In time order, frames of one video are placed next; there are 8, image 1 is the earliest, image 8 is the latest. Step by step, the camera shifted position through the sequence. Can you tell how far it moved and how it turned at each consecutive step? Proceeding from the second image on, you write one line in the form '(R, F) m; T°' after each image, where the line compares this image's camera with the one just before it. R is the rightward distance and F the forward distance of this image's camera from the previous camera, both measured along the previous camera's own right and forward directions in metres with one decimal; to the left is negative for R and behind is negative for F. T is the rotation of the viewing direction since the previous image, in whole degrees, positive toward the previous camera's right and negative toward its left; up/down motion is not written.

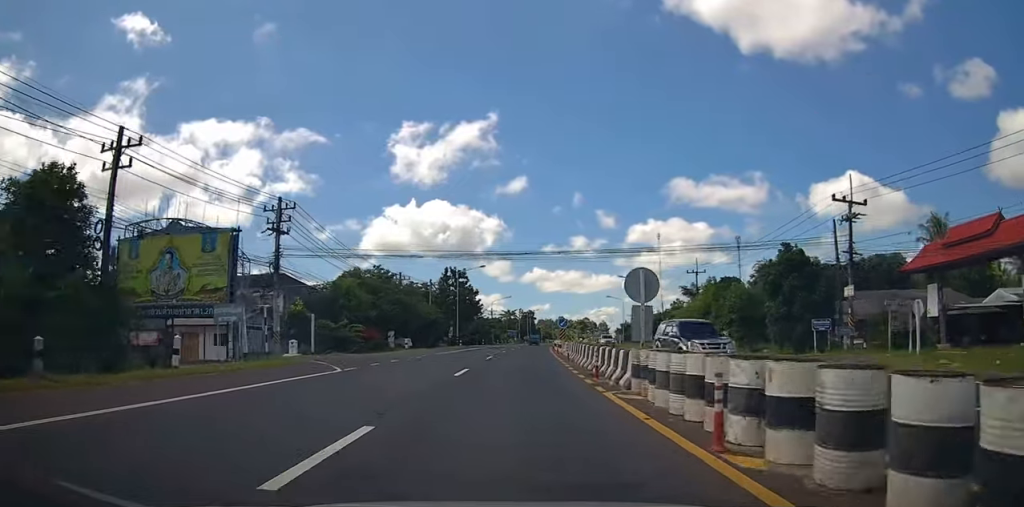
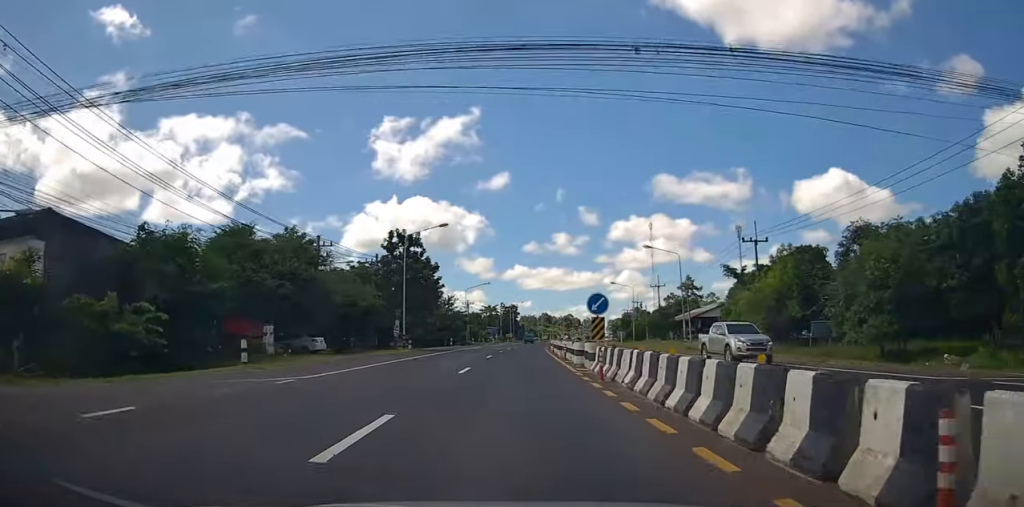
(+0.9, +23.5) m; +3°
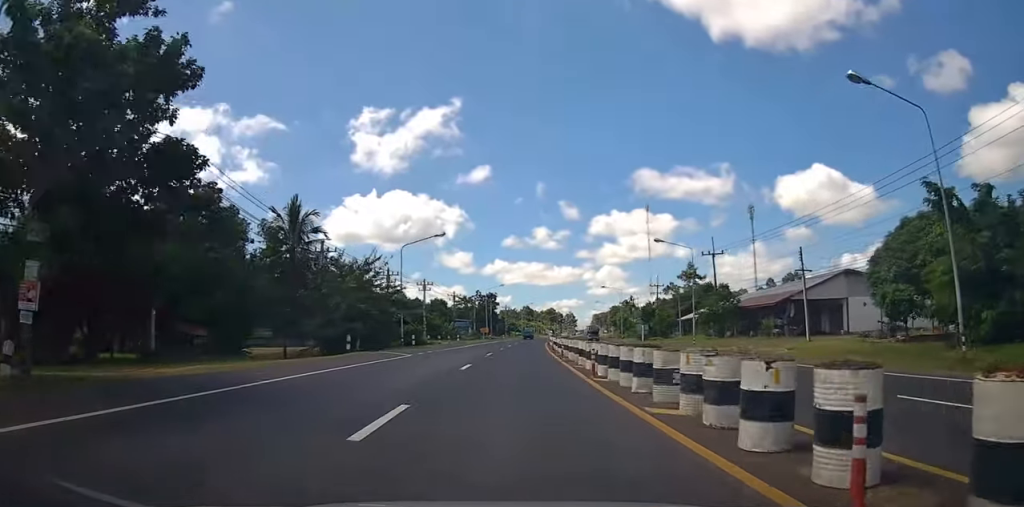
(+0.4, +35.7) m; +1°
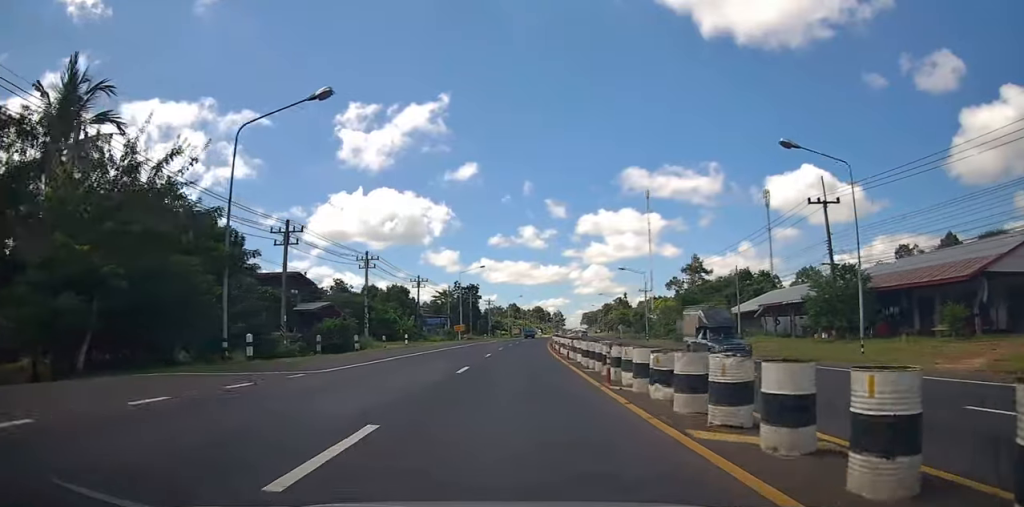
(+0.3, +26.7) m; +1°
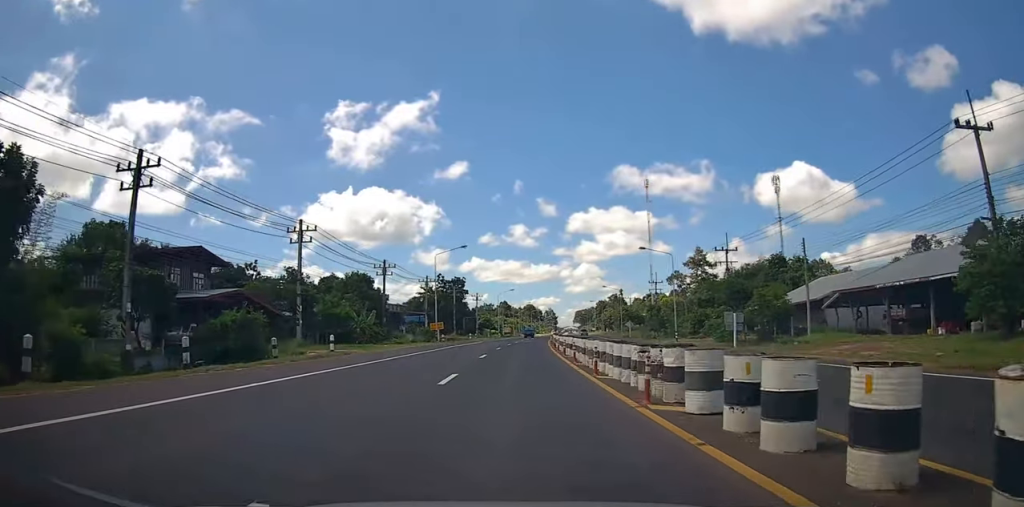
(+0.1, +15.6) m; +1°
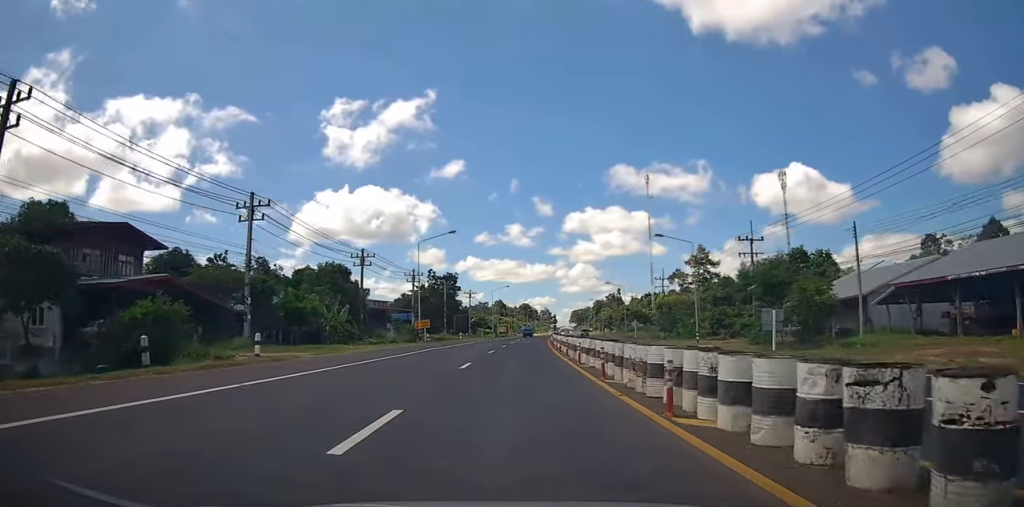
(-0.1, +7.5) m; +1°
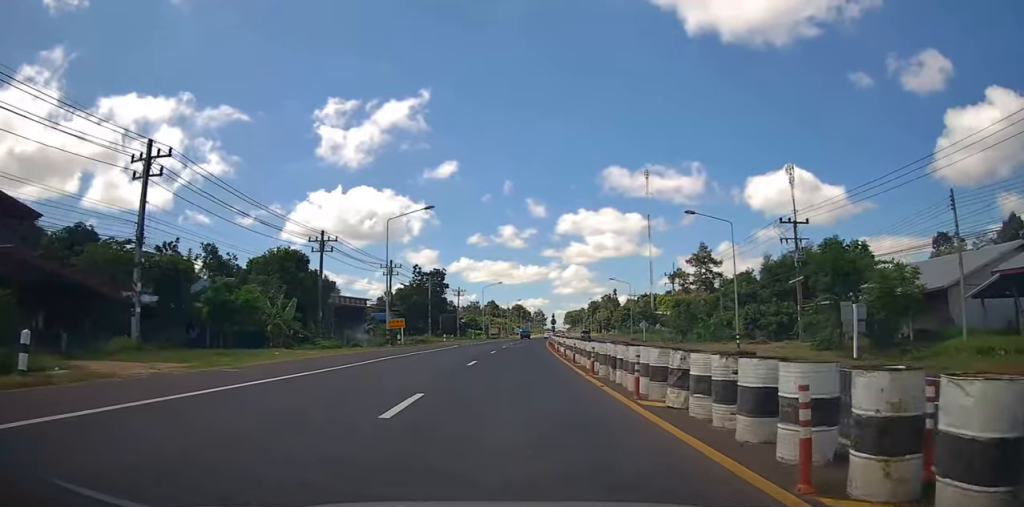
(+0.2, +9.9) m; +1°
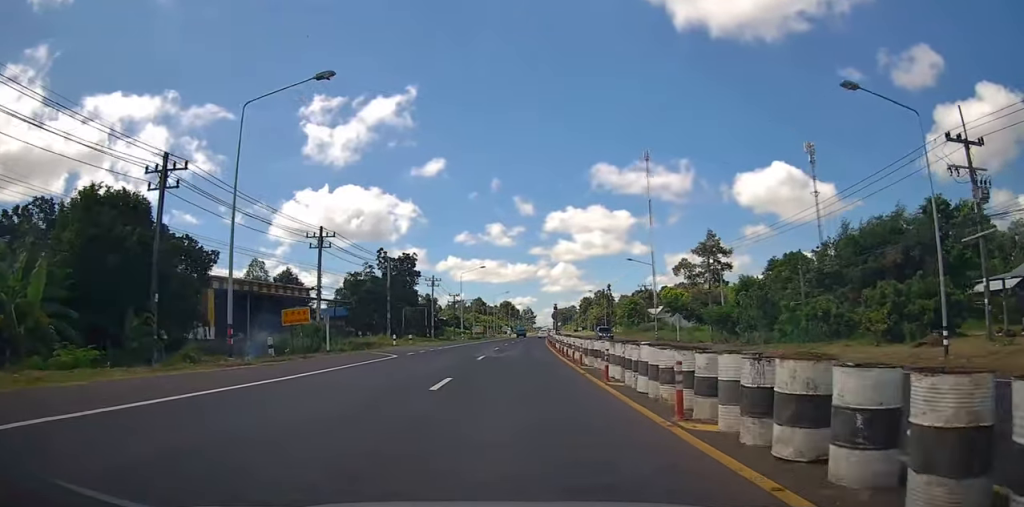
(+0.2, +20.2) m; +1°
